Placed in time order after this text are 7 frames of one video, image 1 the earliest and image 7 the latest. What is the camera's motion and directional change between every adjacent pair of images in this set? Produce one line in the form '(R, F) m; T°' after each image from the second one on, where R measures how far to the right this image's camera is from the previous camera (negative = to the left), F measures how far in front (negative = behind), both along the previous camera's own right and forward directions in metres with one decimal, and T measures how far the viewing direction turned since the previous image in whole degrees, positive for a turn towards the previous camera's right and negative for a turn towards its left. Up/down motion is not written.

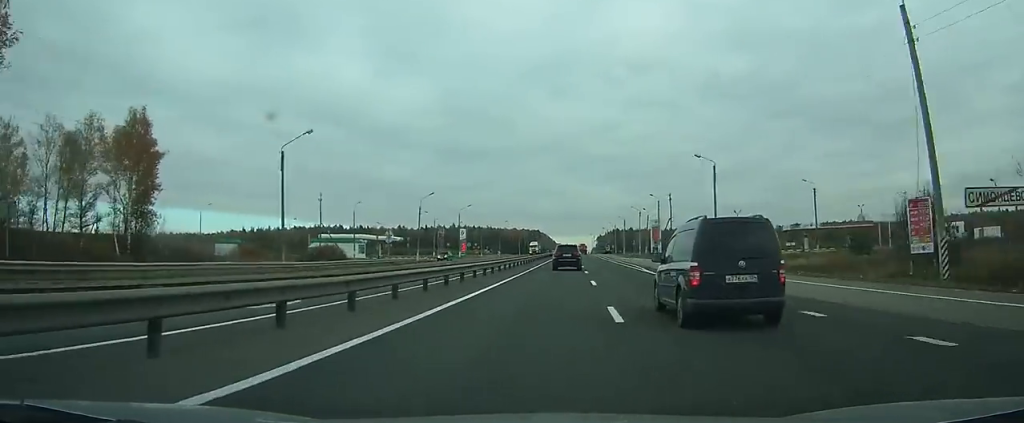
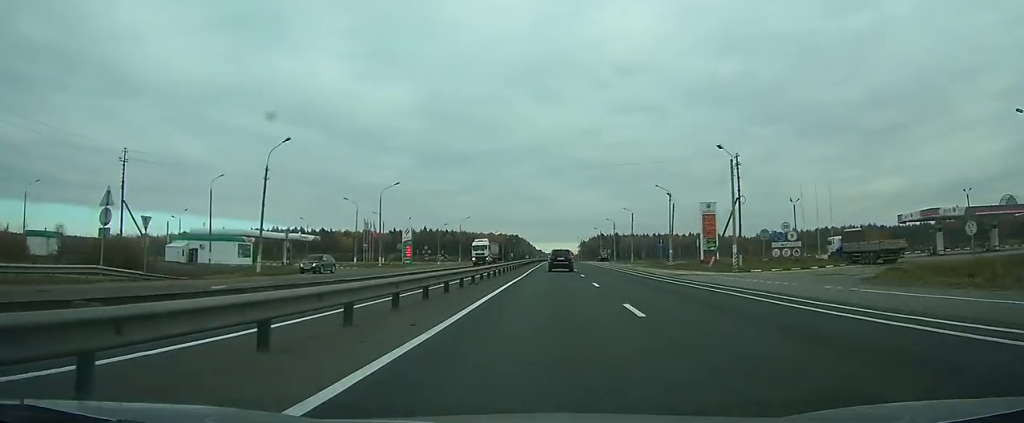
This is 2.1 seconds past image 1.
(+0.2, +44.2) m; +1°
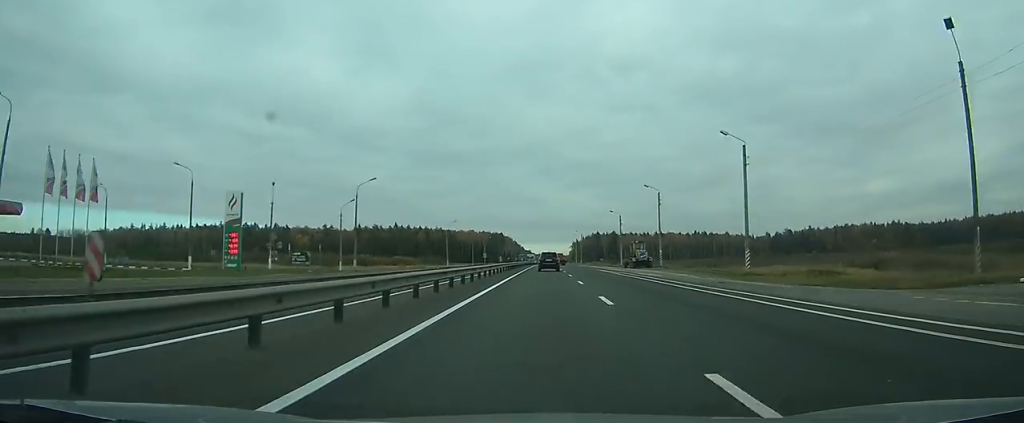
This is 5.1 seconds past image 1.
(+1.1, +73.0) m; +1°
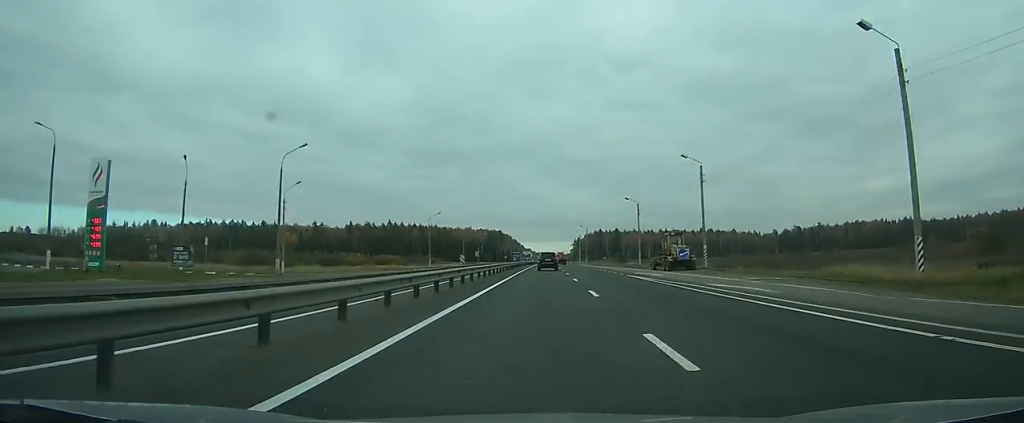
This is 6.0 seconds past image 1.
(0.0, +22.2) m; 0°
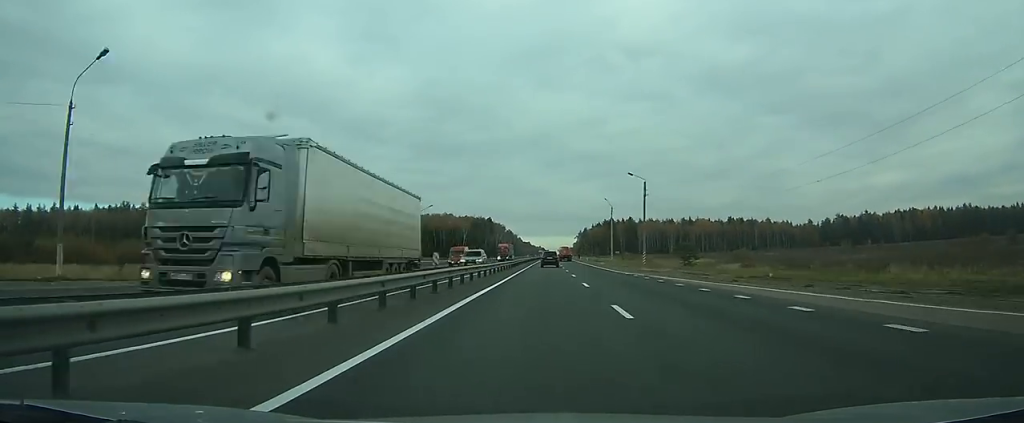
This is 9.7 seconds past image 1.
(-0.2, +93.8) m; 0°
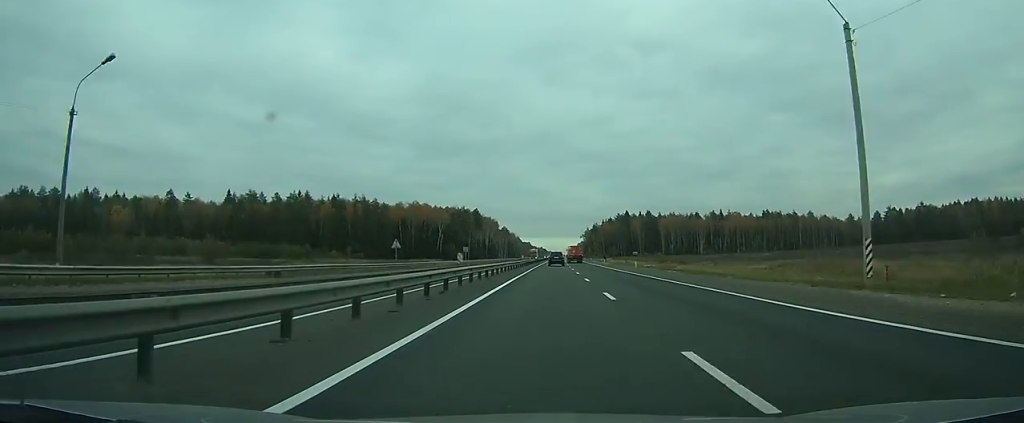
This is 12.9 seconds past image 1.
(+0.1, +76.9) m; 0°
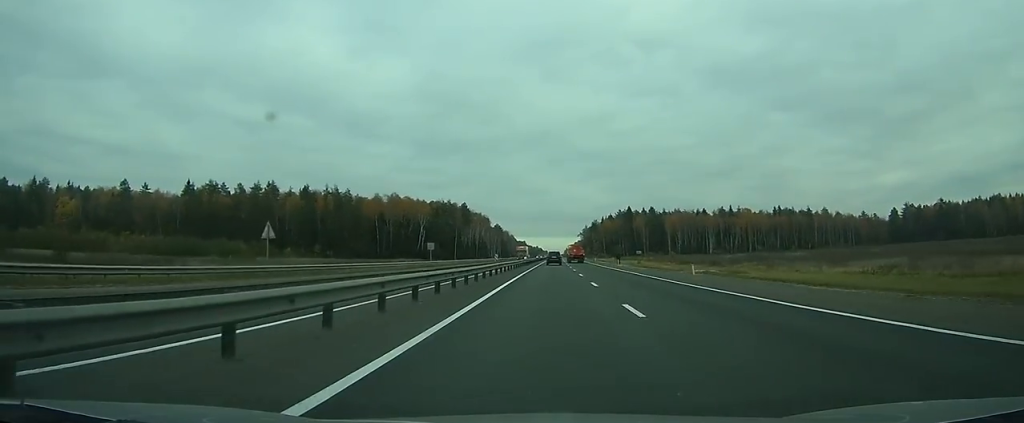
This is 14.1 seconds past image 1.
(0.0, +28.5) m; 0°
